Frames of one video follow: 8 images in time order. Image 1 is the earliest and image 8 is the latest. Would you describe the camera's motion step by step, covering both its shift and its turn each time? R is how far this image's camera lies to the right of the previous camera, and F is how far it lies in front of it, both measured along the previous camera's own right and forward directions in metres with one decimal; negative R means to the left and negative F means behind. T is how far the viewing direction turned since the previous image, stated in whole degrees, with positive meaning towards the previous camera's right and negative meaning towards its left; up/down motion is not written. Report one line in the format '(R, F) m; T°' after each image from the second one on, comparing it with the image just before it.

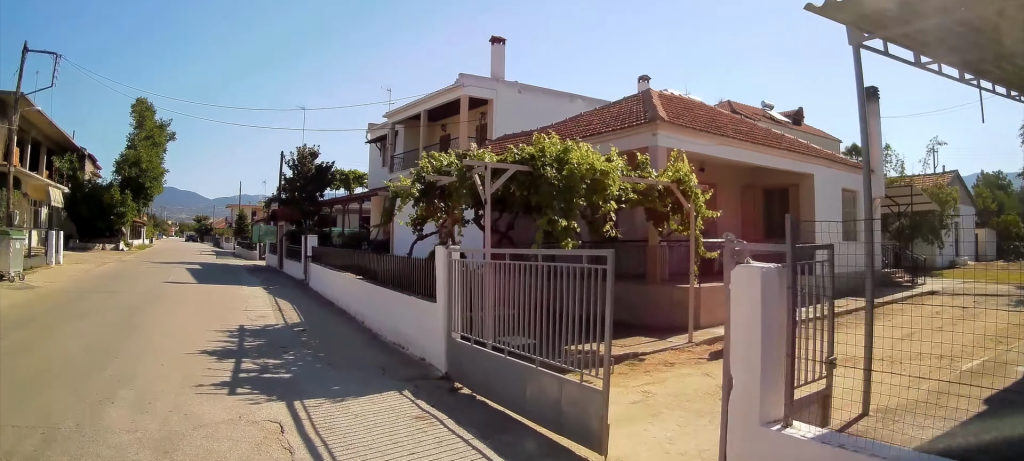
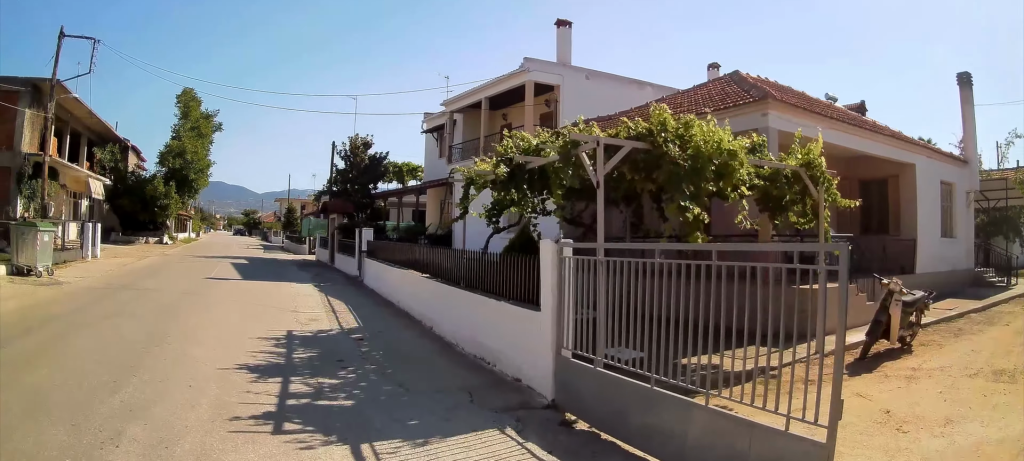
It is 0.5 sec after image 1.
(0.0, +1.6) m; -2°
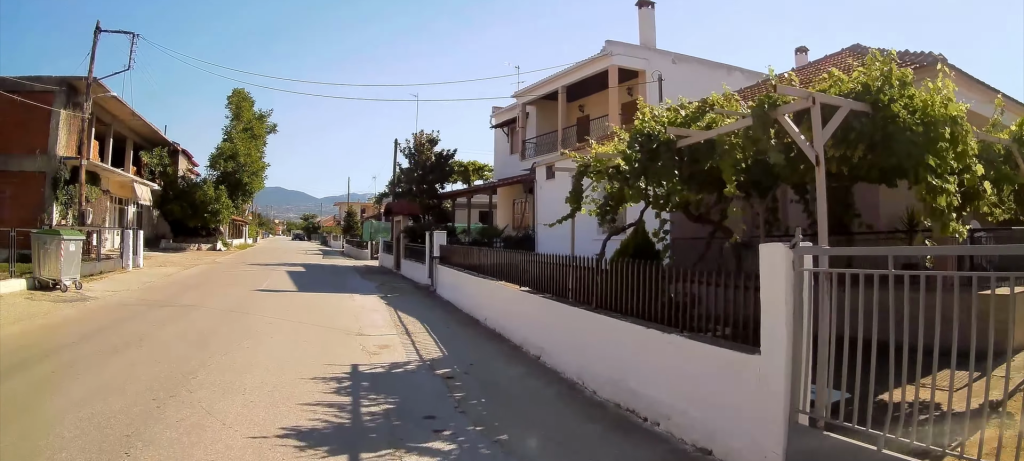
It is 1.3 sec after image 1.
(-0.1, +2.4) m; +2°
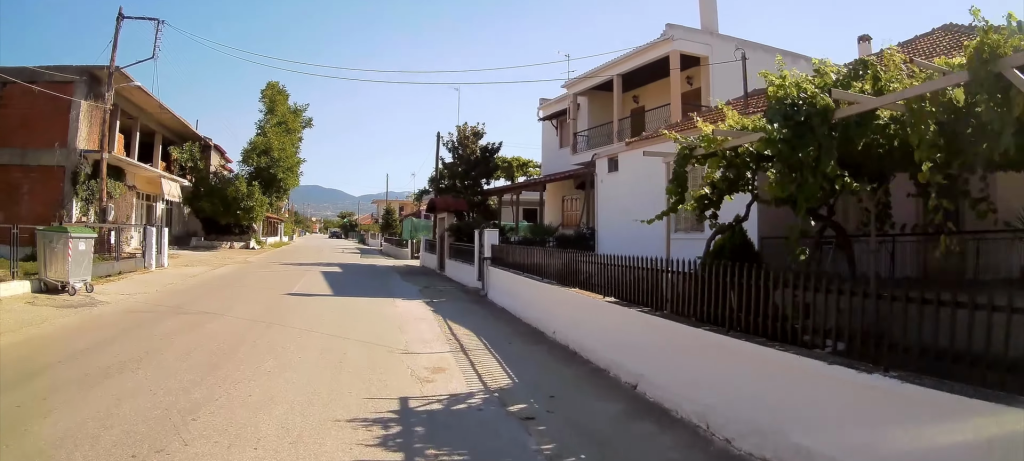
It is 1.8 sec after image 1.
(0.0, +1.6) m; 0°
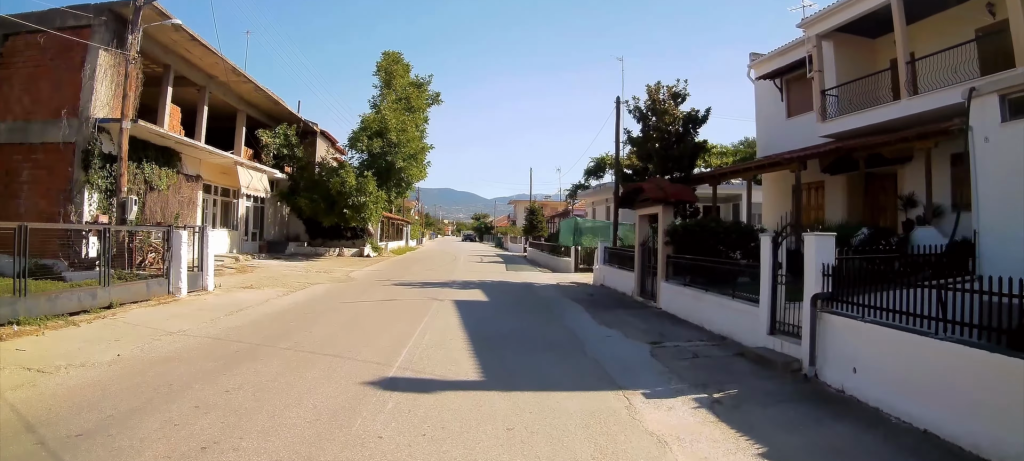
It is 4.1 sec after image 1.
(-0.1, +7.3) m; -4°
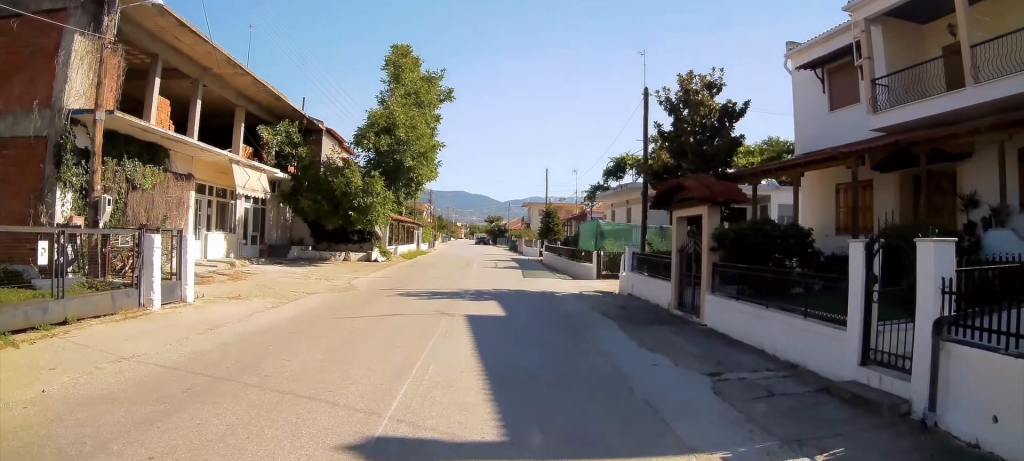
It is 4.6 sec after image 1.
(+0.1, +1.7) m; -2°
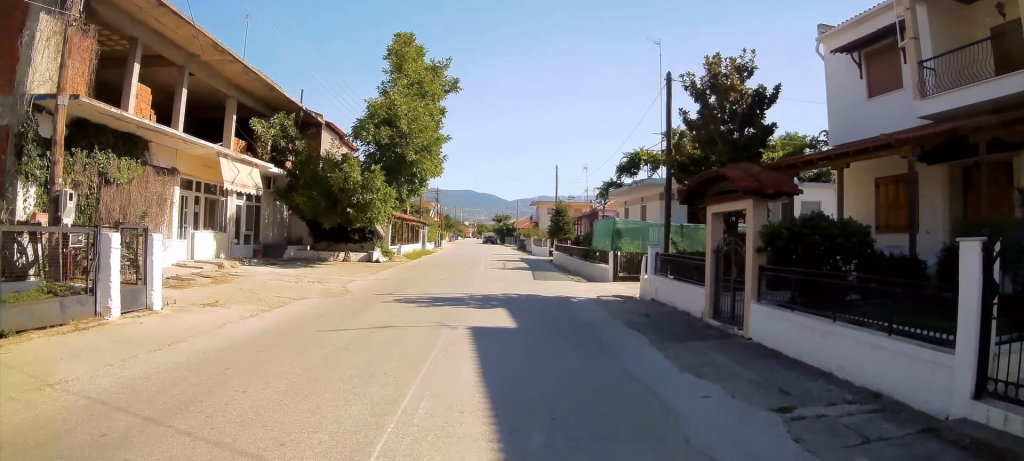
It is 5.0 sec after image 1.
(-0.2, +1.5) m; -3°
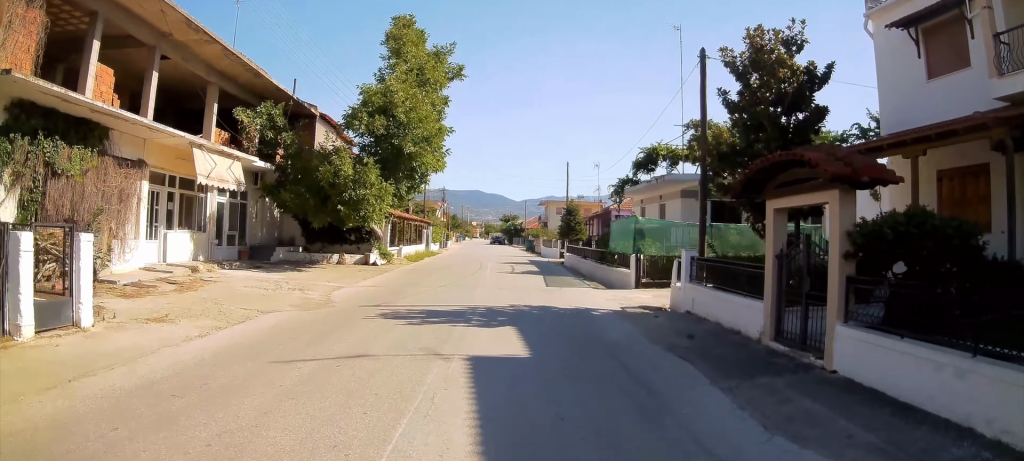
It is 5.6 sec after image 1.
(-0.1, +2.0) m; -3°
